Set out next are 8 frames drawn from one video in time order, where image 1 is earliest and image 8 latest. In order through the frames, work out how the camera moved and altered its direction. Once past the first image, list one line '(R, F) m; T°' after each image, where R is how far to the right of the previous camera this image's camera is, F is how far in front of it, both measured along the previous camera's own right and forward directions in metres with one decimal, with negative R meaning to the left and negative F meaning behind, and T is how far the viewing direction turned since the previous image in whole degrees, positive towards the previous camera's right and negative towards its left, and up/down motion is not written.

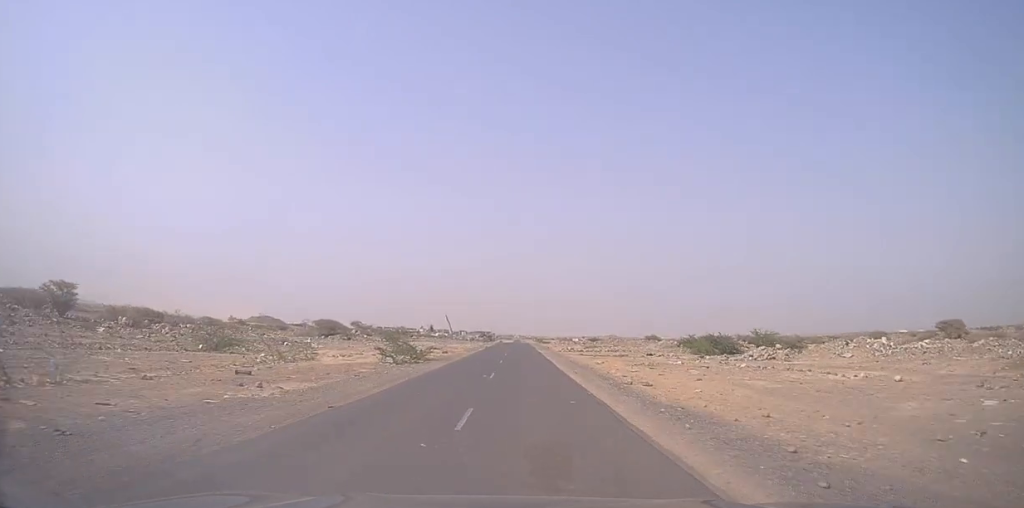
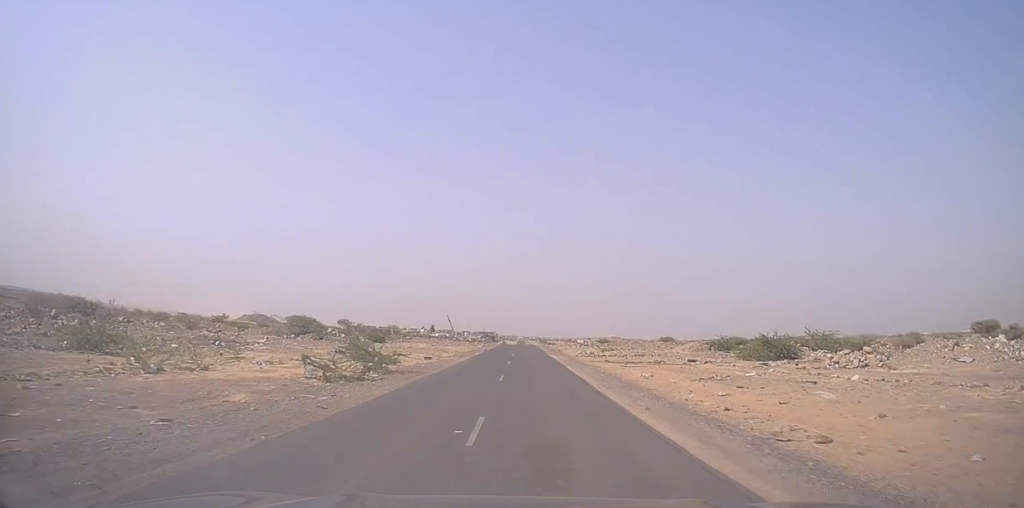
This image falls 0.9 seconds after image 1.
(0.0, +13.5) m; -1°
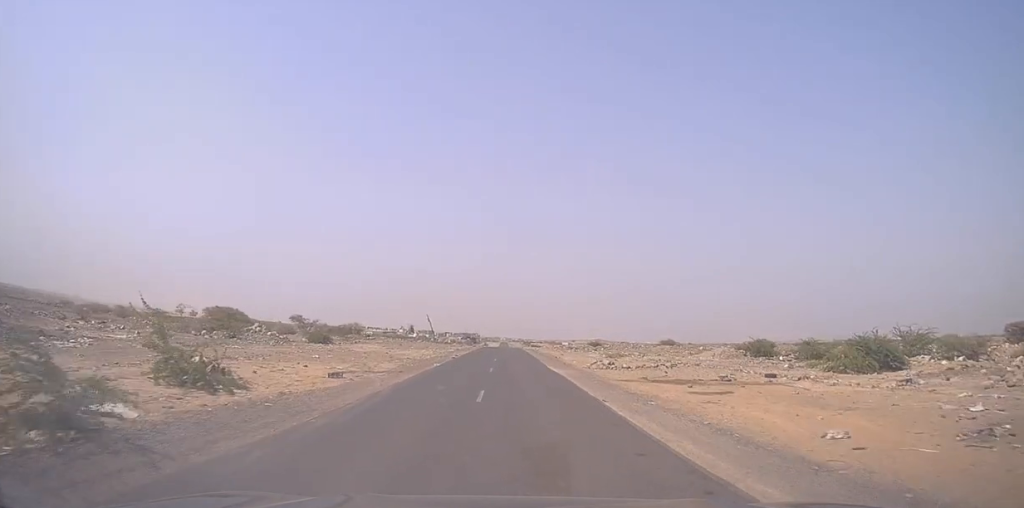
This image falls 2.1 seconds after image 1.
(-0.4, +18.5) m; -1°
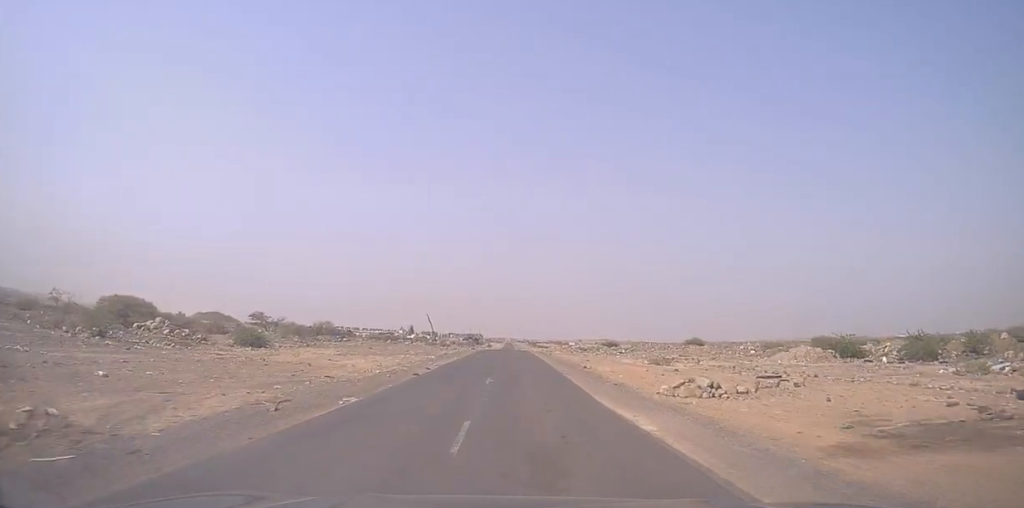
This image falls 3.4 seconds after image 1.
(+0.5, +18.5) m; +3°
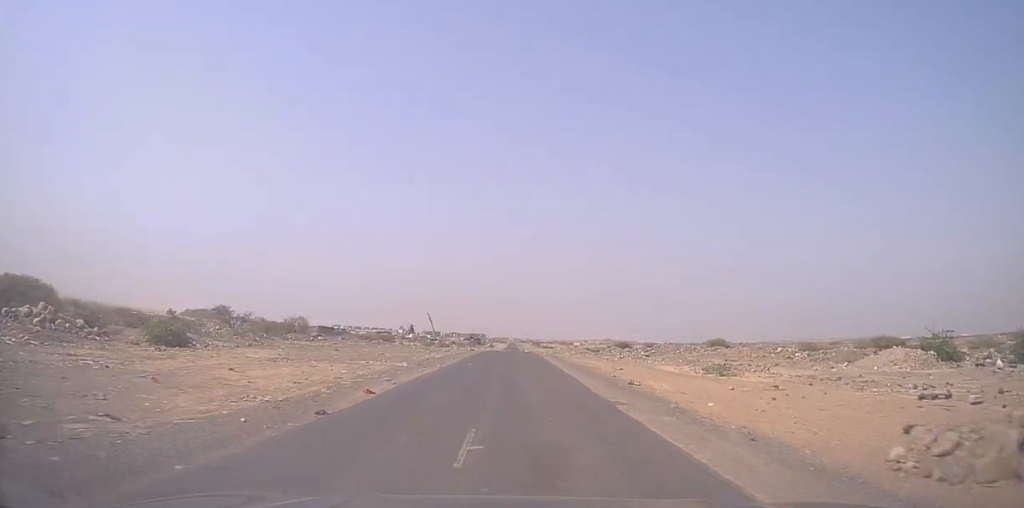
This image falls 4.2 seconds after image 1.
(+0.3, +13.0) m; -1°
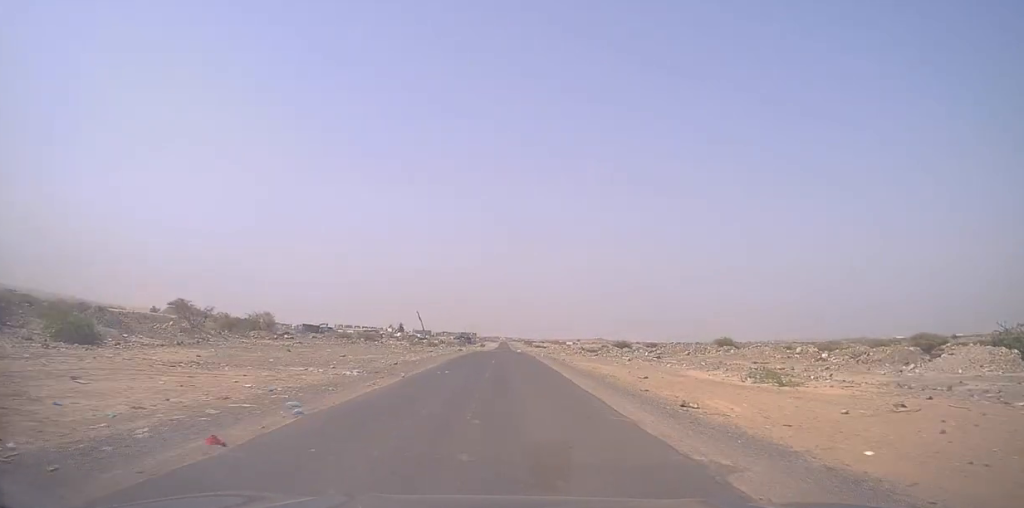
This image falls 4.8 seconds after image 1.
(-0.4, +8.4) m; 0°
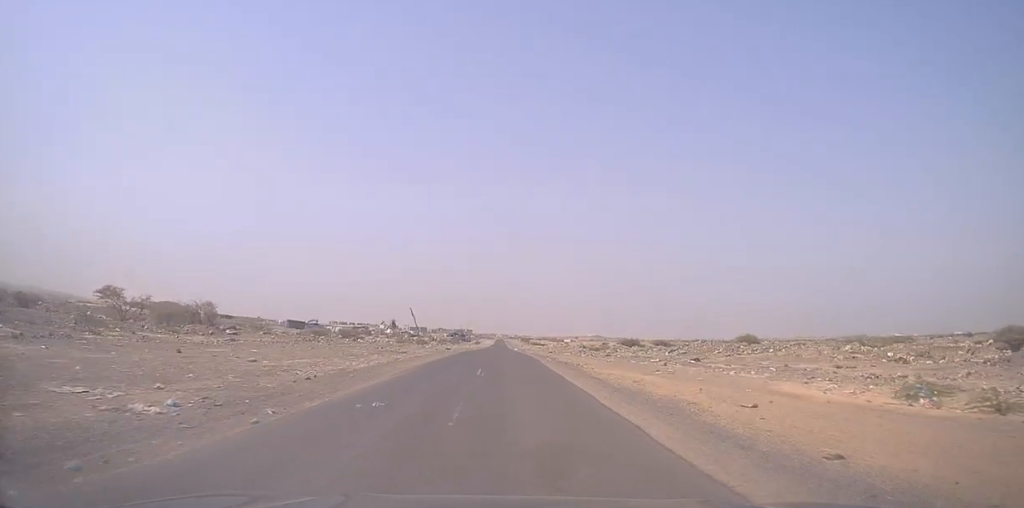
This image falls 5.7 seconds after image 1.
(0.0, +12.9) m; +1°
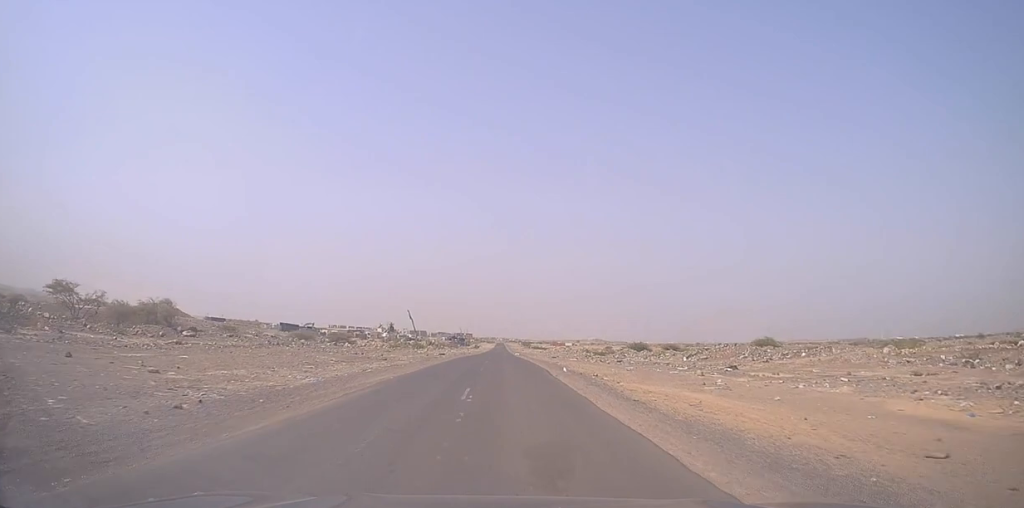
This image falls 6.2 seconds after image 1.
(+0.3, +7.5) m; +1°
